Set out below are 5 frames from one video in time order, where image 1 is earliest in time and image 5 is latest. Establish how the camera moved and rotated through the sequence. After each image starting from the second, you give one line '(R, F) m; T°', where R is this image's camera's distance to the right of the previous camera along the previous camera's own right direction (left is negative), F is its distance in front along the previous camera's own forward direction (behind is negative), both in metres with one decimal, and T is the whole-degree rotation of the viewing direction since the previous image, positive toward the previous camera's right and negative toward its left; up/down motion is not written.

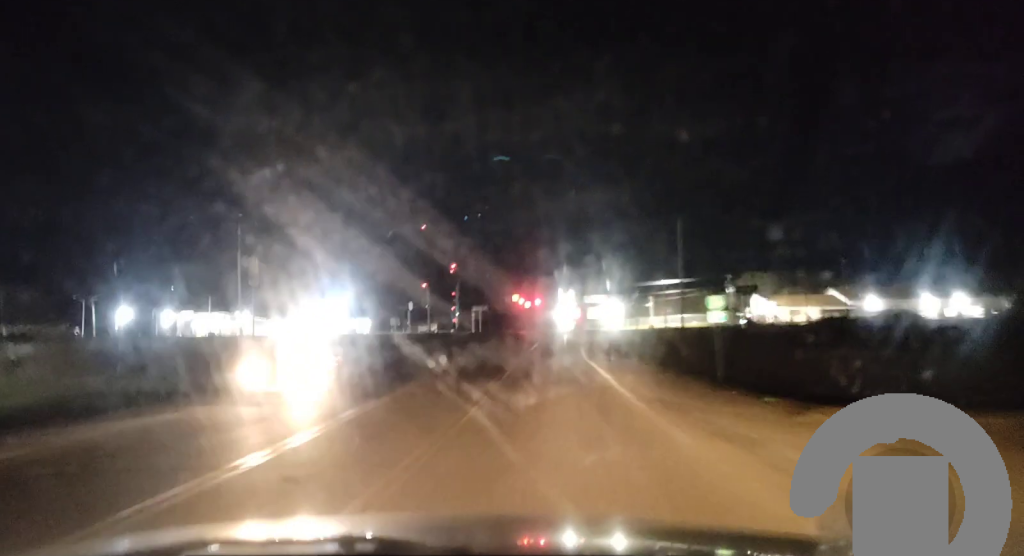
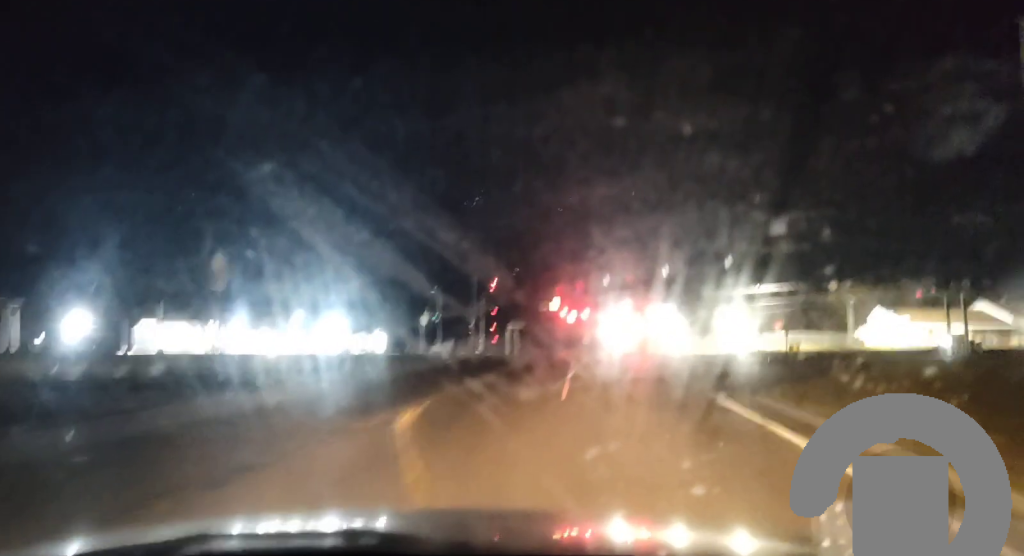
(-0.9, +41.2) m; -3°
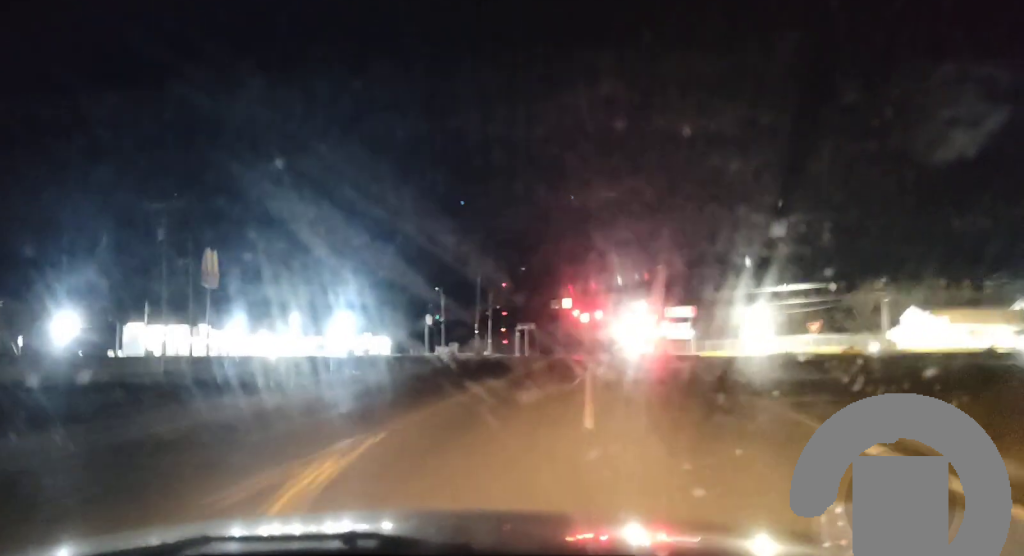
(-0.1, +8.1) m; -1°
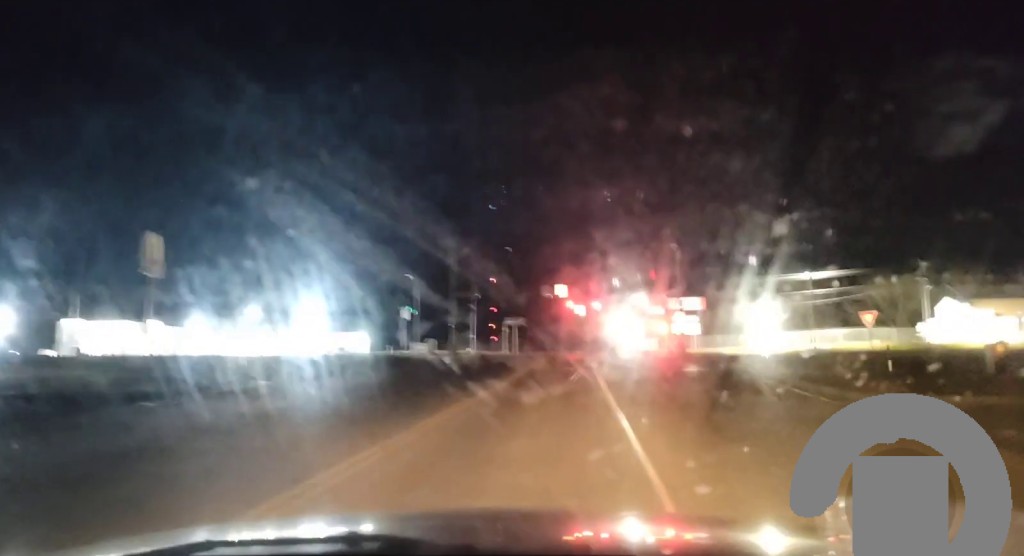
(0.0, +17.1) m; +1°
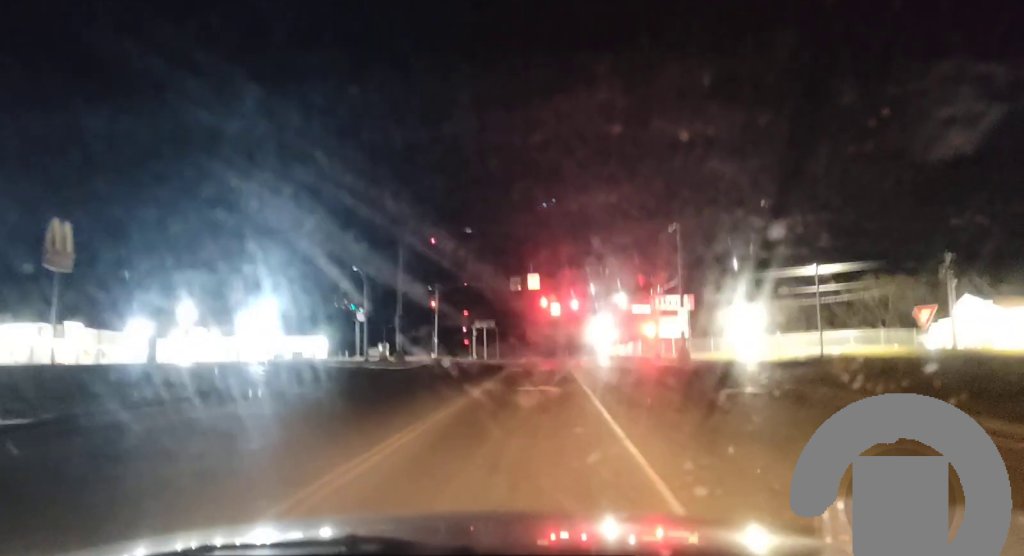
(+0.4, +16.4) m; +2°
